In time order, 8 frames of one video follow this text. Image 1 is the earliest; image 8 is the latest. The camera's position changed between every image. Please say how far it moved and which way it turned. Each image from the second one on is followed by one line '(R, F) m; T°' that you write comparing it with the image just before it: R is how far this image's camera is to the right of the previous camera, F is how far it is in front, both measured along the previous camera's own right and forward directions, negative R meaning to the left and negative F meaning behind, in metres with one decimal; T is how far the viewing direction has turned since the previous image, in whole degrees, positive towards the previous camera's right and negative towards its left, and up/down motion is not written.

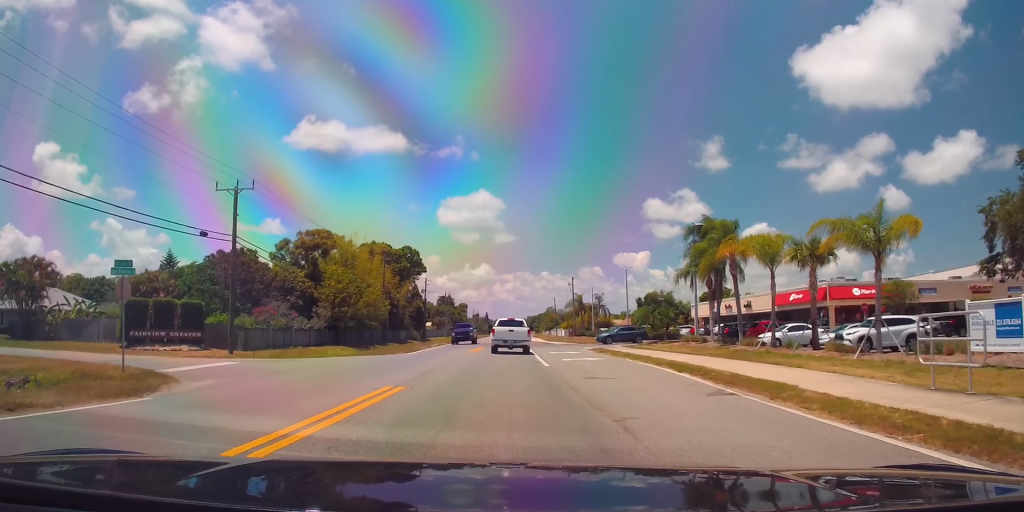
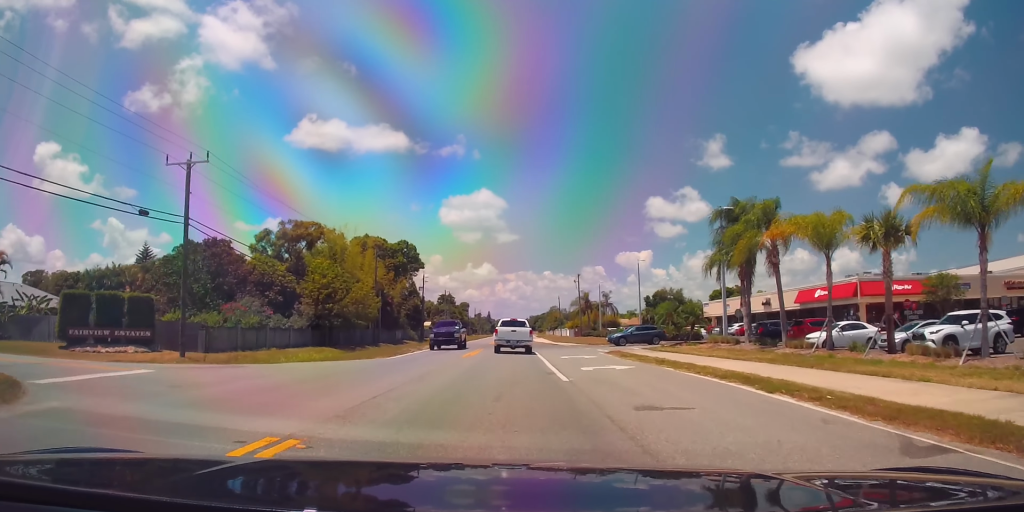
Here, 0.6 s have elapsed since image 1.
(+0.3, +6.5) m; +2°
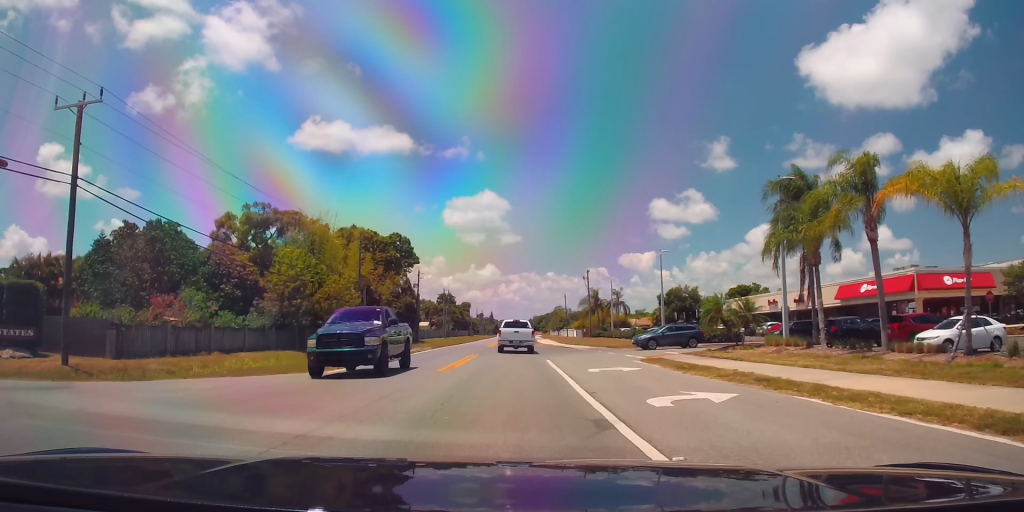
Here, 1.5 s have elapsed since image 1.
(+0.1, +9.9) m; -1°
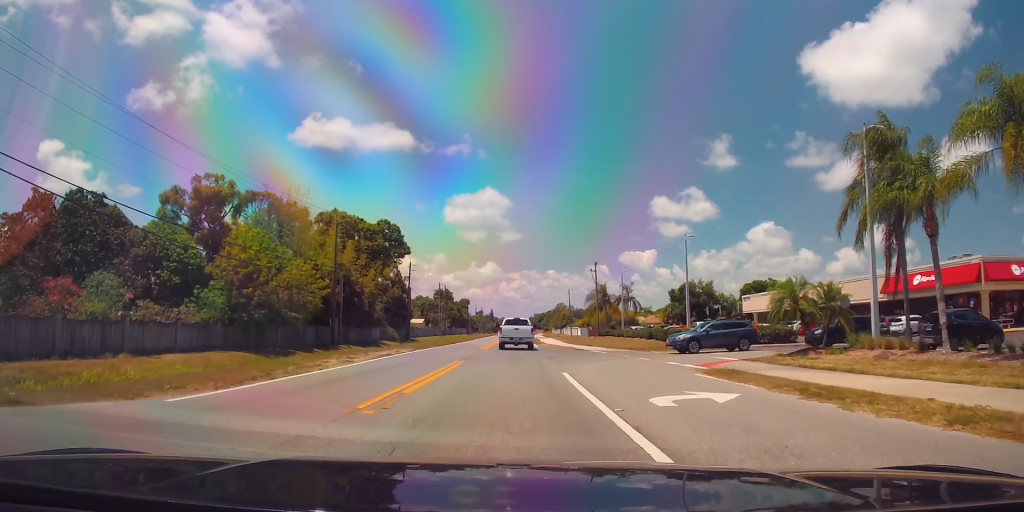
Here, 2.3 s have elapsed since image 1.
(-0.2, +9.4) m; -1°
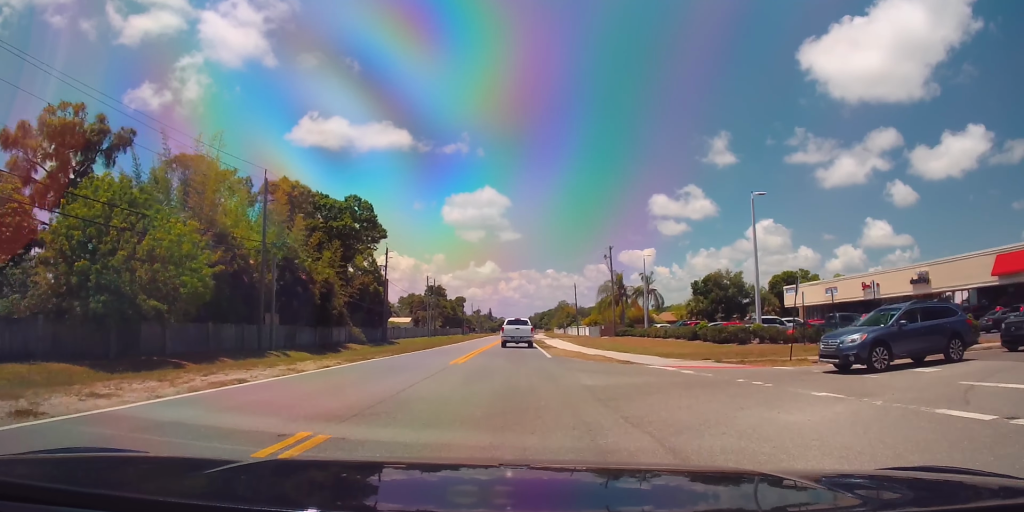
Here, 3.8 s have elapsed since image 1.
(+0.2, +16.9) m; 0°
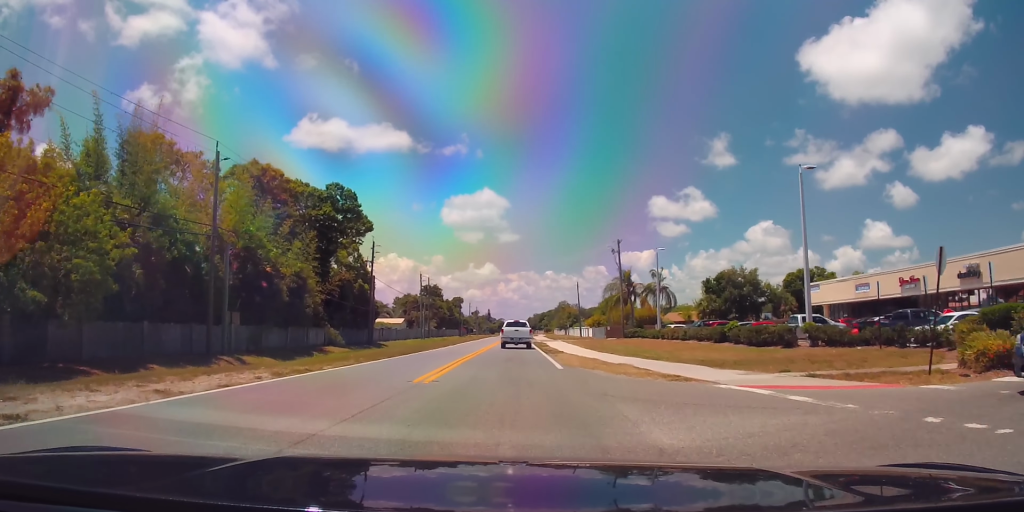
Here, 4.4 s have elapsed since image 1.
(-0.2, +7.4) m; 0°
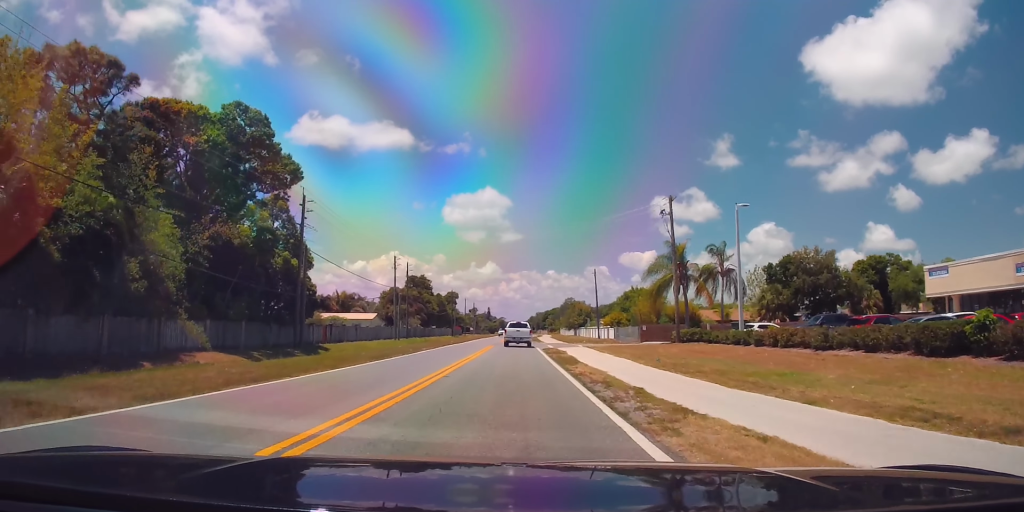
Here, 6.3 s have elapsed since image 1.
(+0.6, +24.9) m; +1°
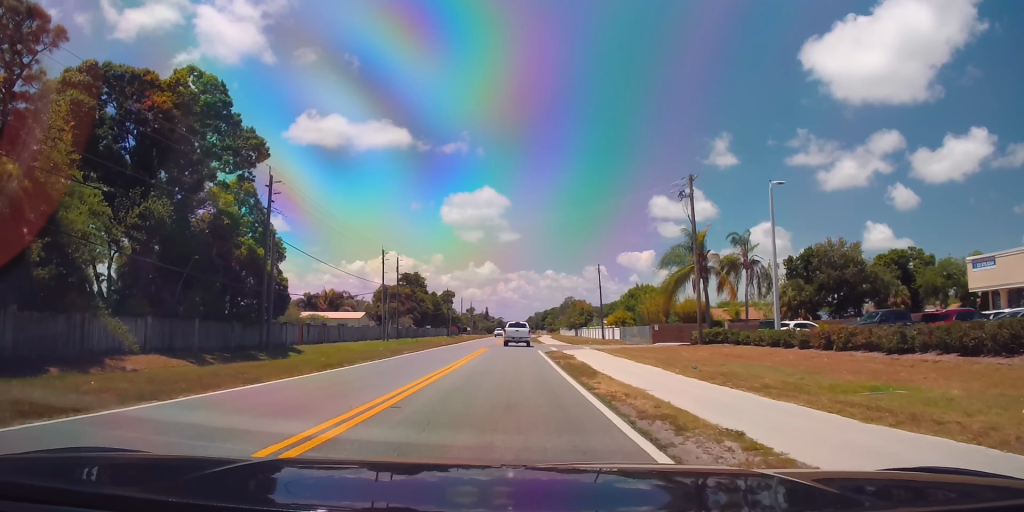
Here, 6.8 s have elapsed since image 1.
(+0.1, +6.4) m; -1°
